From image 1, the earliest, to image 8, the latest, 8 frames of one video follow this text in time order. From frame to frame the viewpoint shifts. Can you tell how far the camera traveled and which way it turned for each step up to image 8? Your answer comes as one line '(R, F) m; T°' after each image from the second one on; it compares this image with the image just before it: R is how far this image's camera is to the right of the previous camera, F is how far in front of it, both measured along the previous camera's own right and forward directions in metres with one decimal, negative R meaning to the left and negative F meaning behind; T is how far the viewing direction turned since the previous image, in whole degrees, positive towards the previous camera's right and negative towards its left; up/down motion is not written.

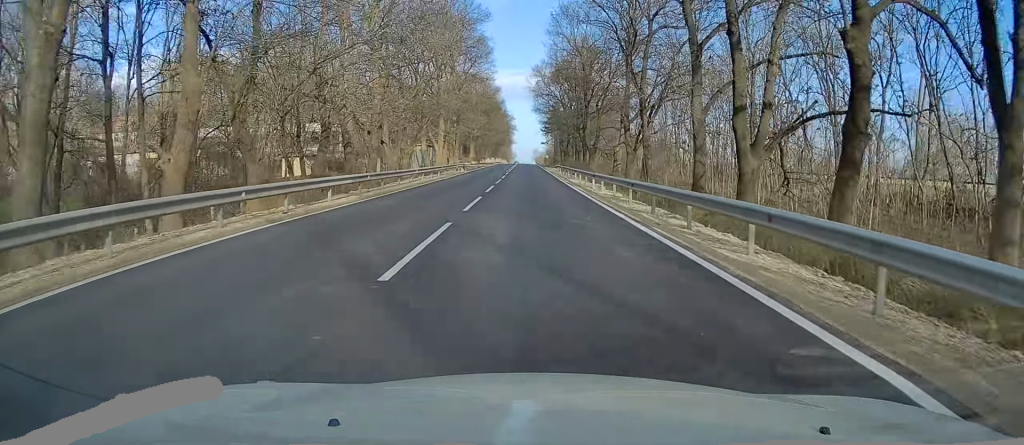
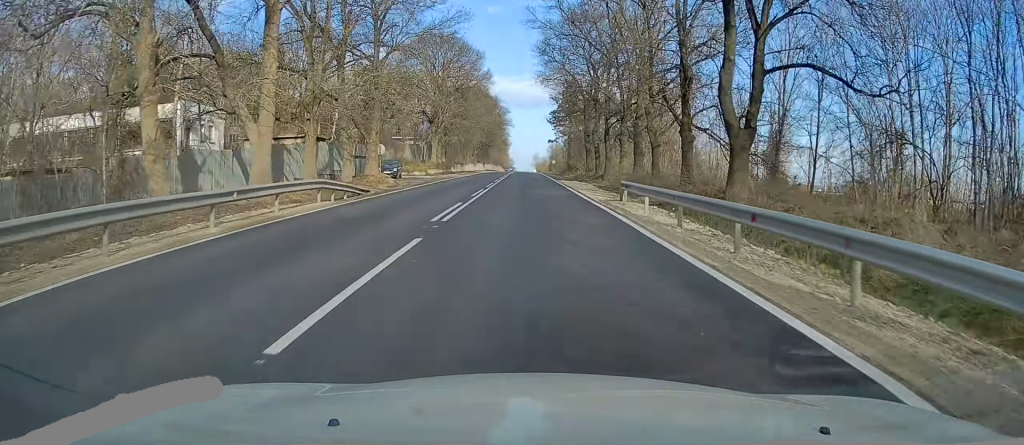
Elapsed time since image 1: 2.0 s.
(0.0, +47.4) m; 0°
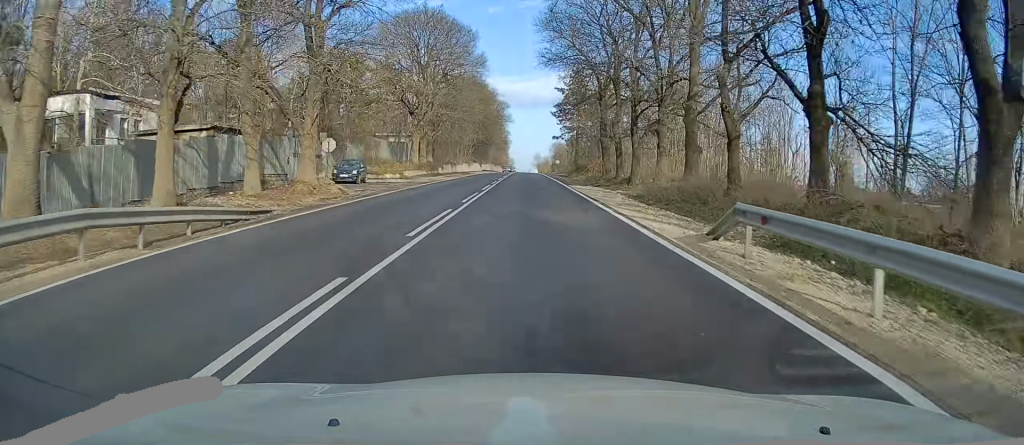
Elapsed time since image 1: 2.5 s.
(+0.1, +12.5) m; 0°
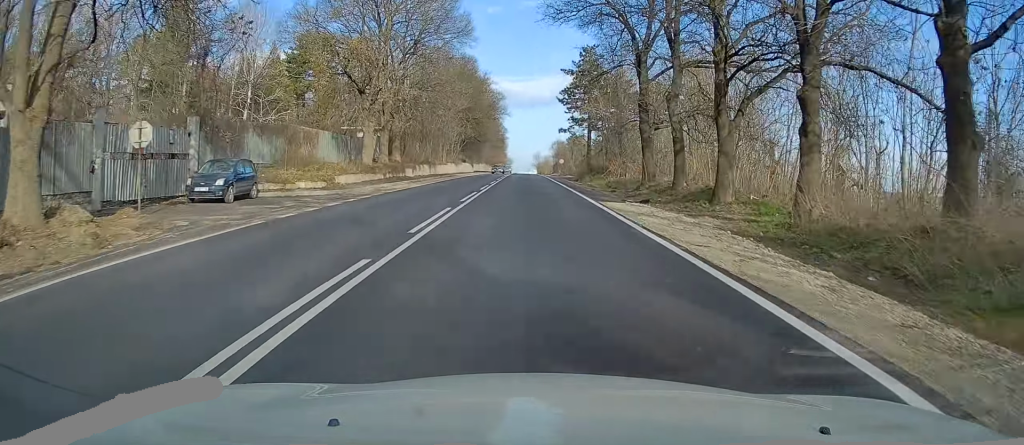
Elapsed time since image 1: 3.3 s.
(0.0, +18.1) m; 0°
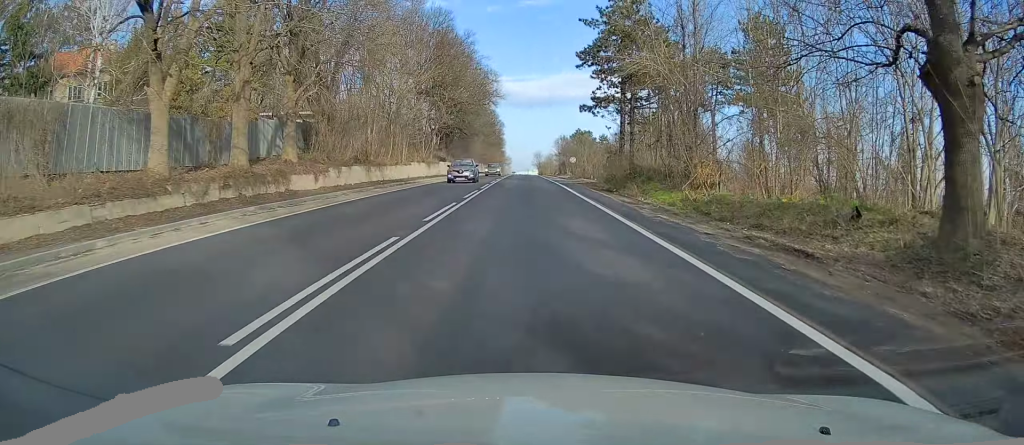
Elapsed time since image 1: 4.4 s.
(-0.2, +25.6) m; 0°
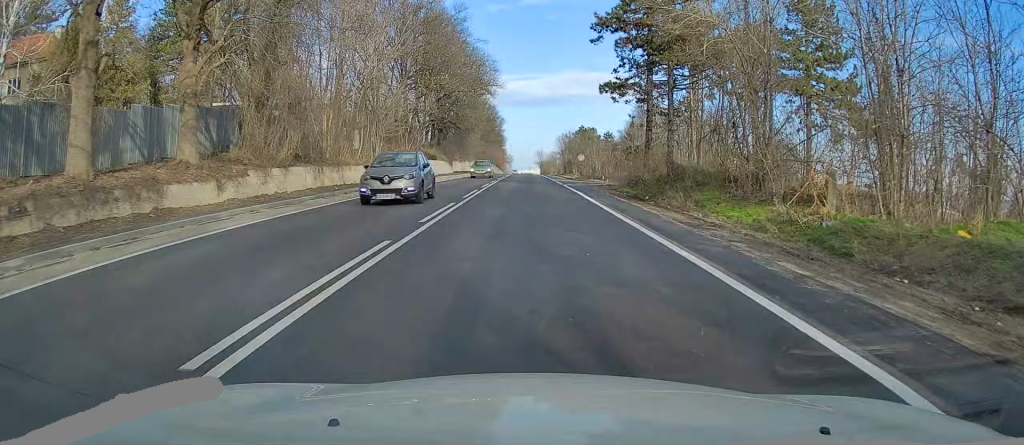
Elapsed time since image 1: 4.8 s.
(0.0, +9.8) m; 0°
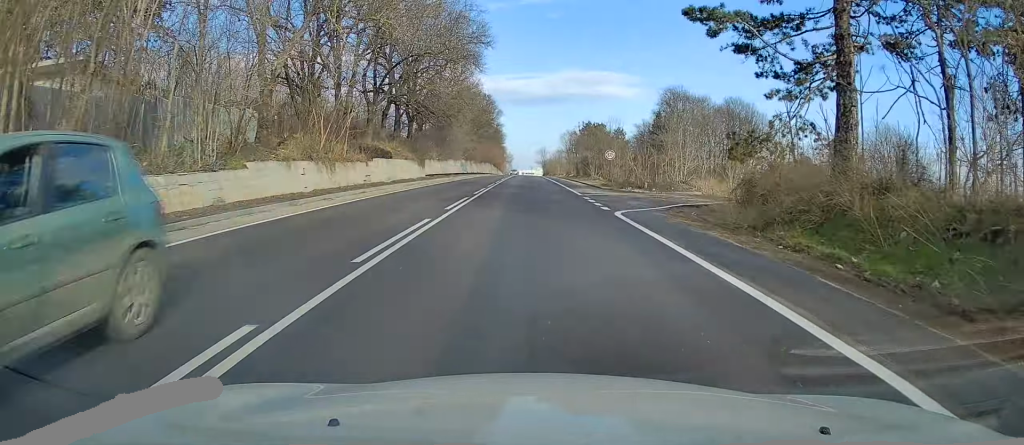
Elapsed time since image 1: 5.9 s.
(+0.1, +23.7) m; 0°
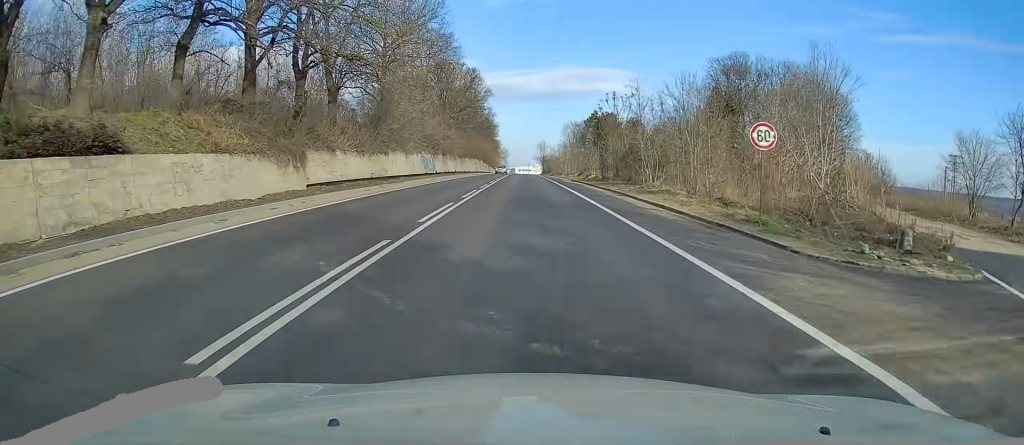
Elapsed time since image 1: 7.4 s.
(0.0, +32.8) m; 0°
